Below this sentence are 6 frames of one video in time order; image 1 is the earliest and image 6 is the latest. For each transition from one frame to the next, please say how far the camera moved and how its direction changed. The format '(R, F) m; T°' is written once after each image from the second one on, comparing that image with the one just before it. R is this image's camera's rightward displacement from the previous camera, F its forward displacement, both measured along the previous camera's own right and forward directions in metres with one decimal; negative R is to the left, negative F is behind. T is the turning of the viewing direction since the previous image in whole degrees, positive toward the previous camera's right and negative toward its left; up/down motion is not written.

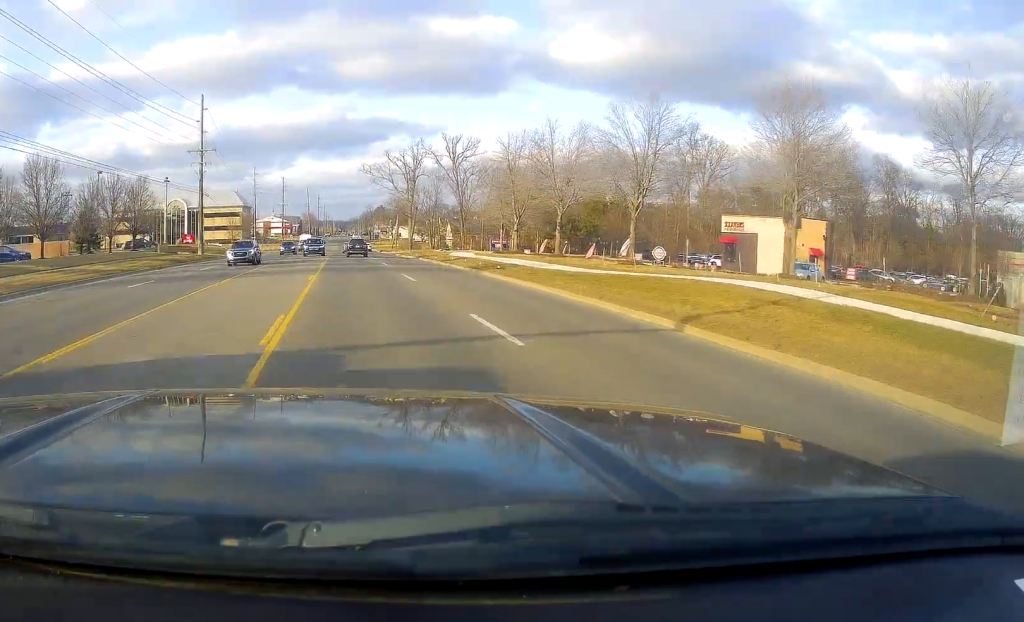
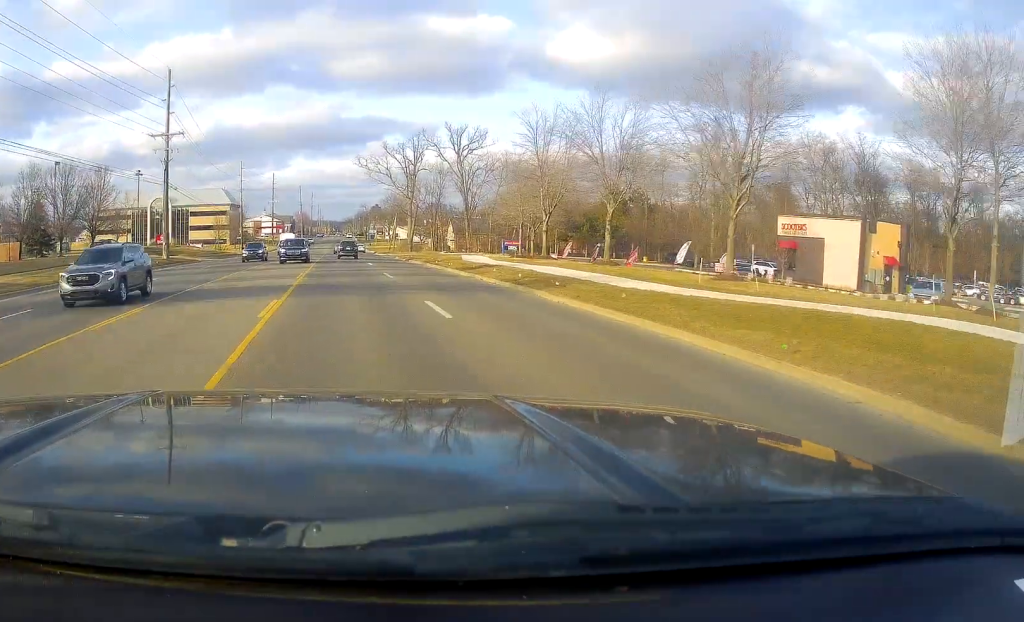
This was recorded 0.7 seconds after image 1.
(-0.3, +11.5) m; 0°
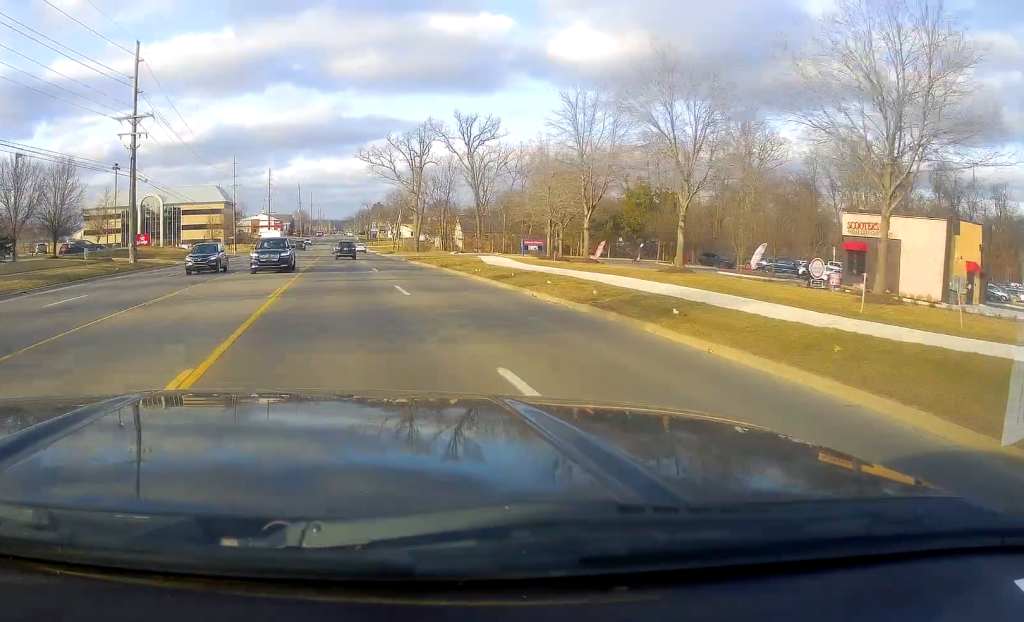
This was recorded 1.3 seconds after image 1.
(+0.2, +9.6) m; +1°
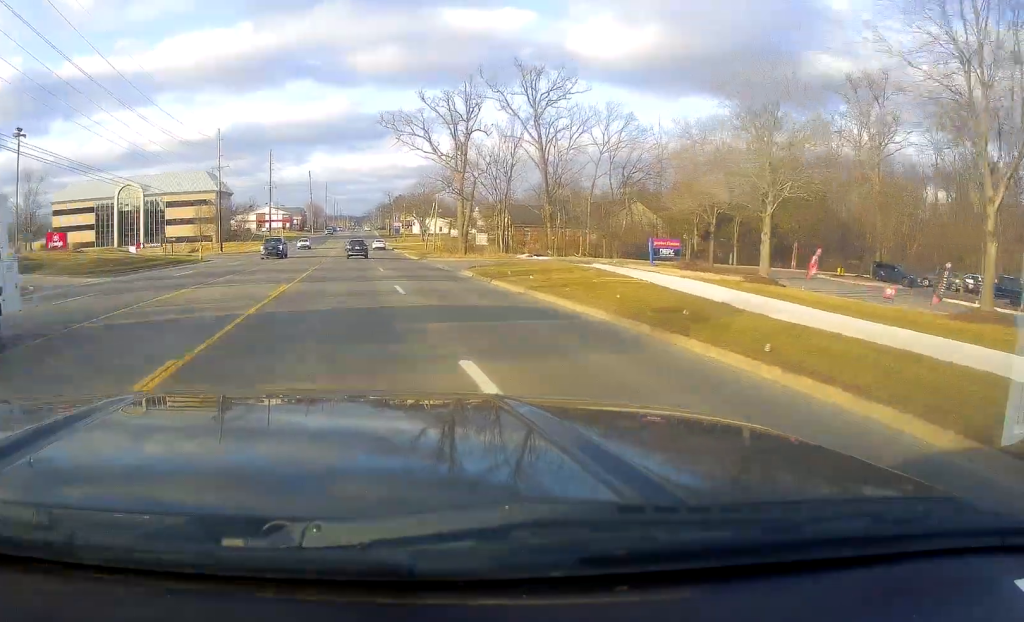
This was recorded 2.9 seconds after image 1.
(+0.1, +29.6) m; -2°
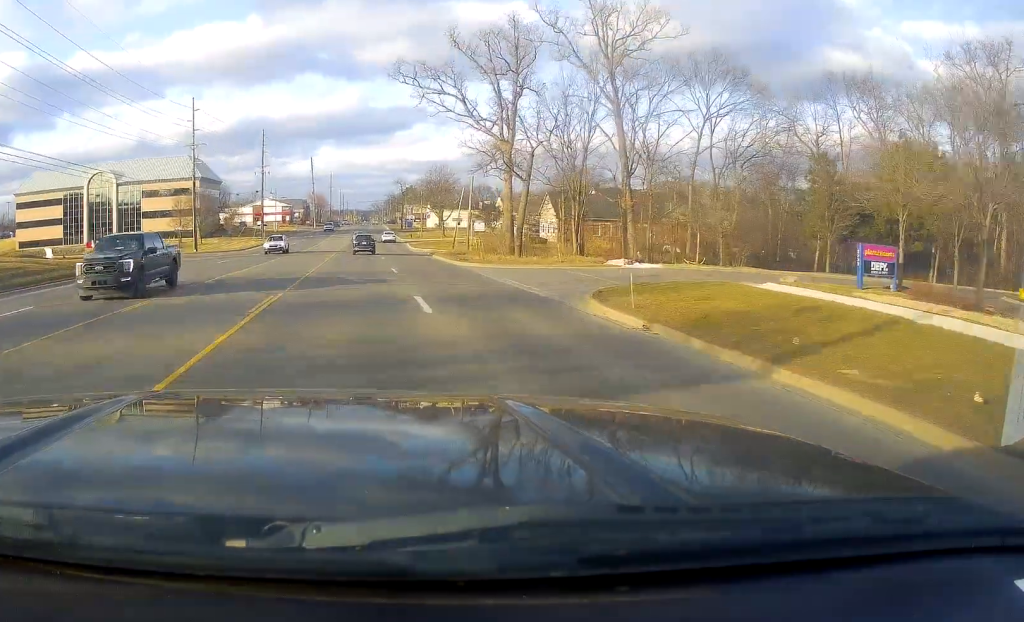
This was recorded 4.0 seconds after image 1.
(-0.5, +20.4) m; 0°
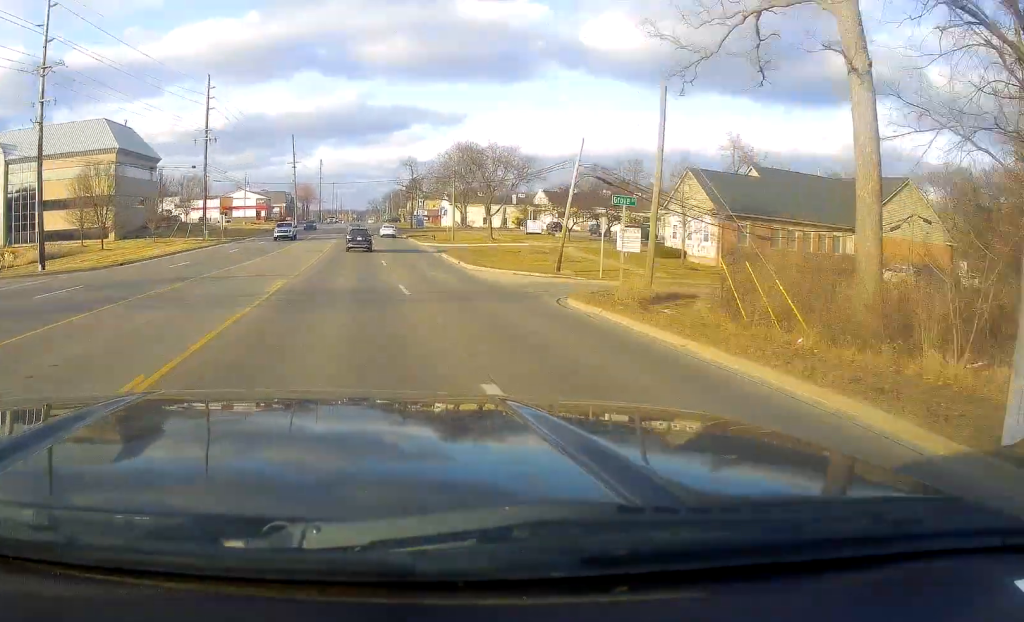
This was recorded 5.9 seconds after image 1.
(-0.1, +41.1) m; -1°
